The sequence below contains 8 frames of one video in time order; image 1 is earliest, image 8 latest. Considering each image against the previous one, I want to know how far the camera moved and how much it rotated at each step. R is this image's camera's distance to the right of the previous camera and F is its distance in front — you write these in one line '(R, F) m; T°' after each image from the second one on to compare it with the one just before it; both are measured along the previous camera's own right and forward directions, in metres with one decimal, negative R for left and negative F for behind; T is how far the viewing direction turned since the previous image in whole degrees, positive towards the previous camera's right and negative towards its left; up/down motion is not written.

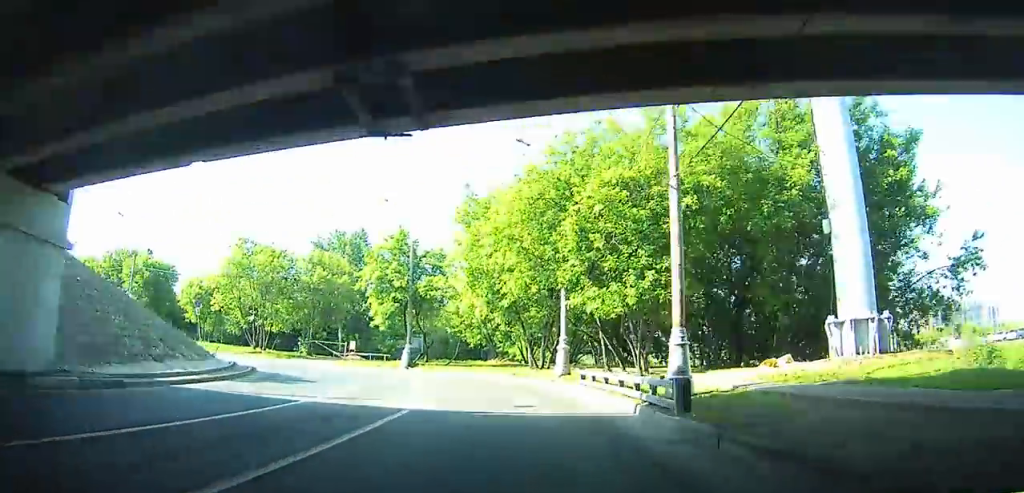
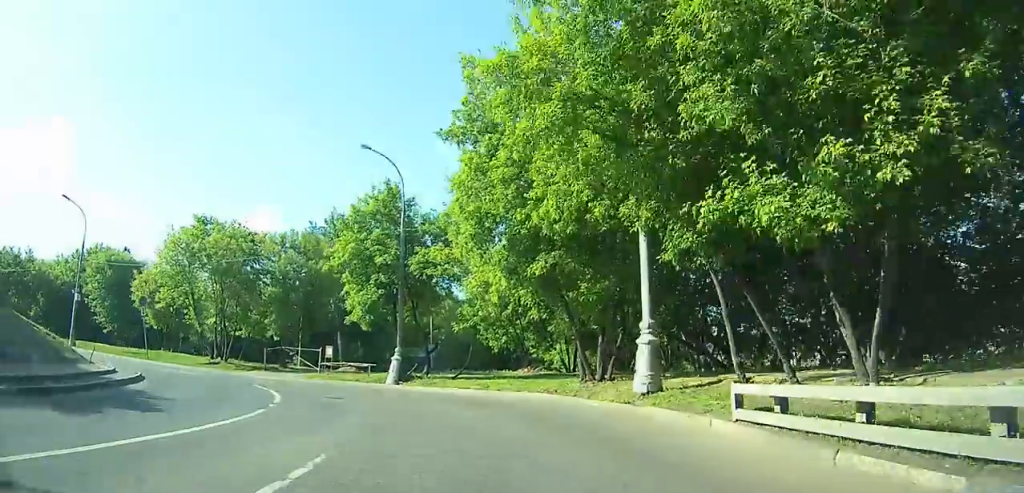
(-0.1, +13.1) m; -13°
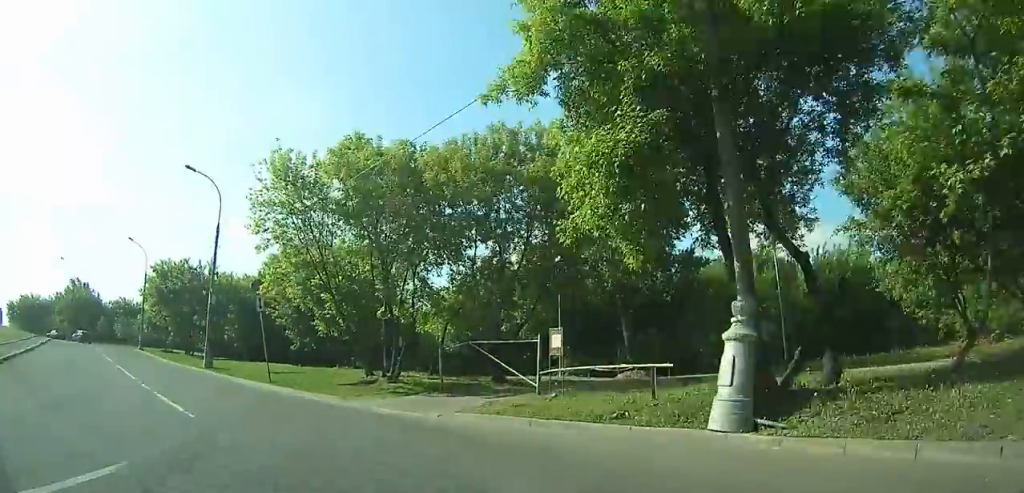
(-5.0, +23.7) m; -19°
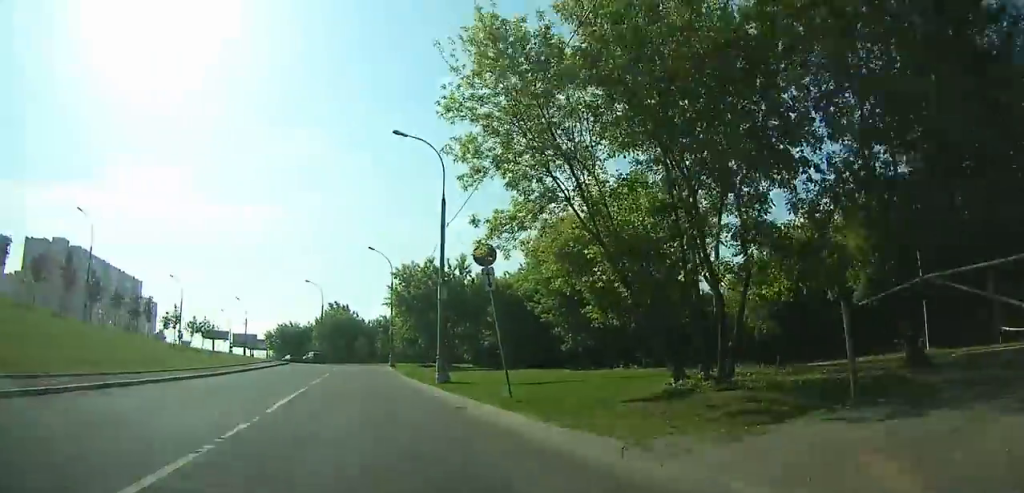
(-1.5, +12.5) m; -9°
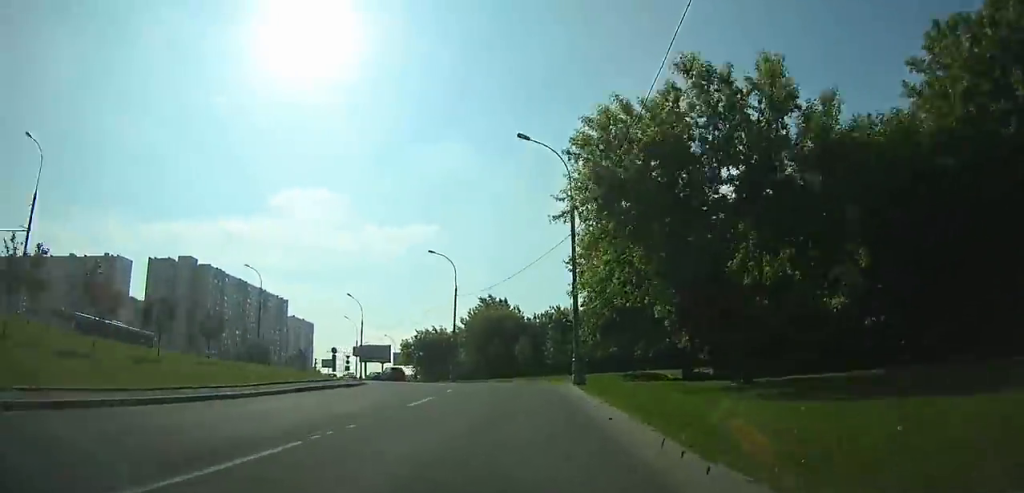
(-8.0, +38.6) m; -19°
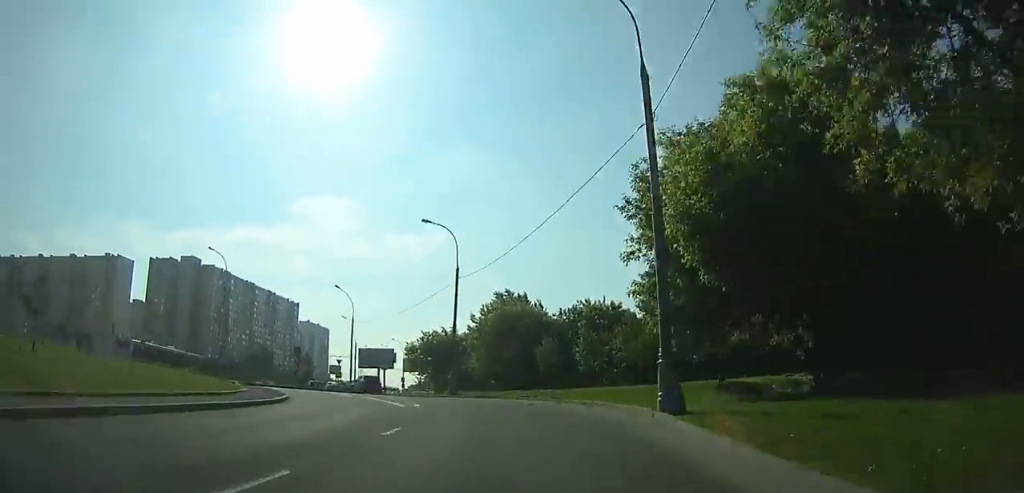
(-0.9, +14.8) m; -6°
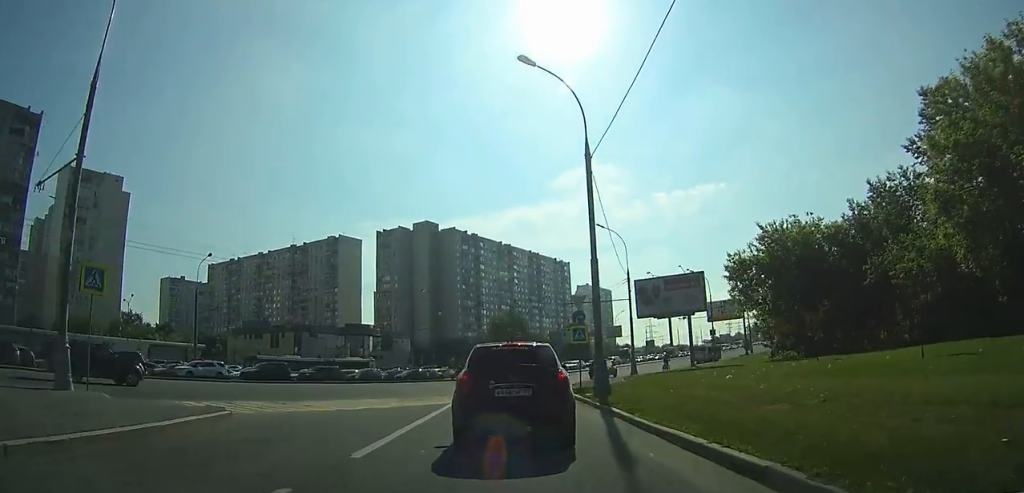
(-11.0, +51.6) m; -21°
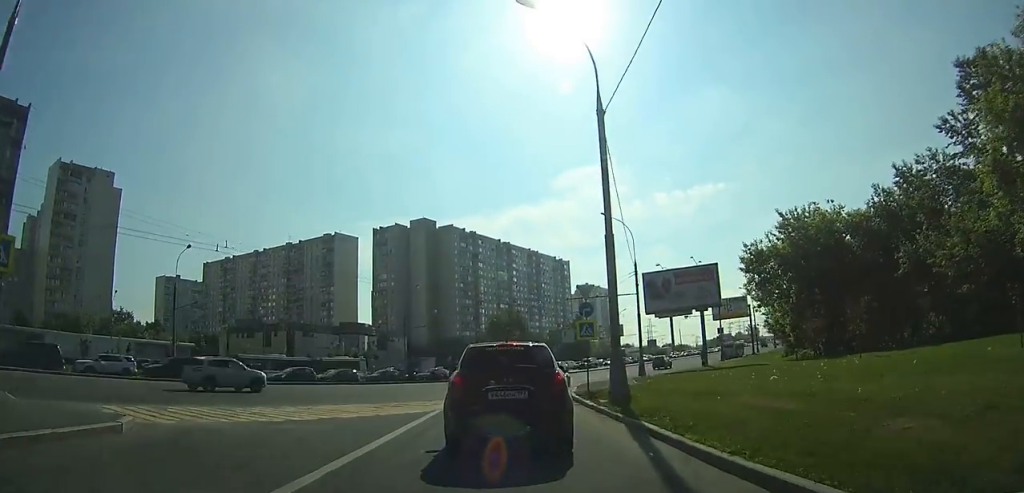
(0.0, +6.6) m; -3°
